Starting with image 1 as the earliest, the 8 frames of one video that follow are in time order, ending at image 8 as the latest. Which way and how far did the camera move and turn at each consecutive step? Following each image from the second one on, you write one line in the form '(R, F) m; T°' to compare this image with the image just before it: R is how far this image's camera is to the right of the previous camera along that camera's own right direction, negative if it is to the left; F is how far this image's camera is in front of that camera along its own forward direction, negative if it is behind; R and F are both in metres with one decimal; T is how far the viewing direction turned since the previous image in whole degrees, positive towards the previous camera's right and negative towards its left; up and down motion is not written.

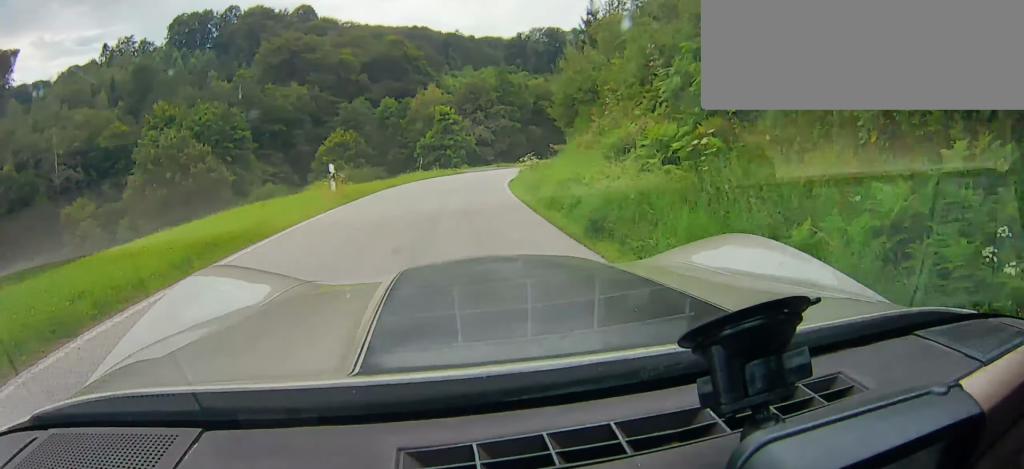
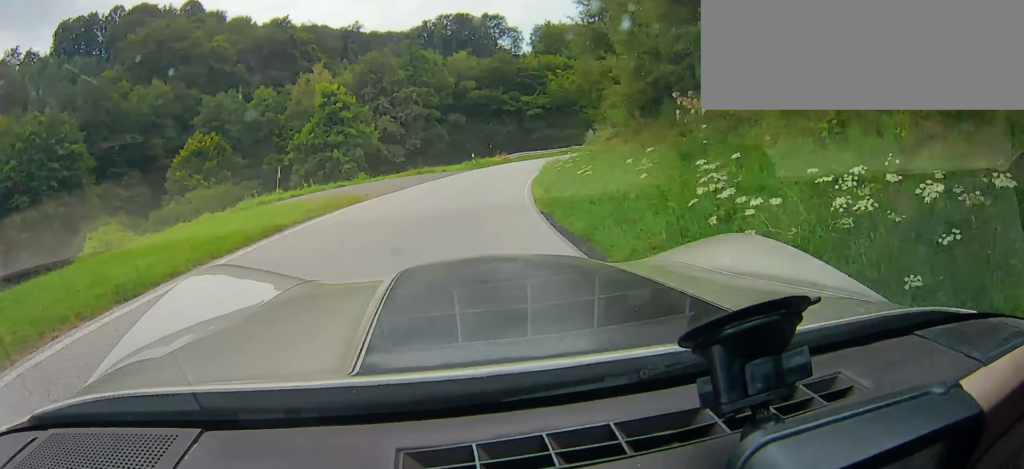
(+1.6, +27.6) m; +7°
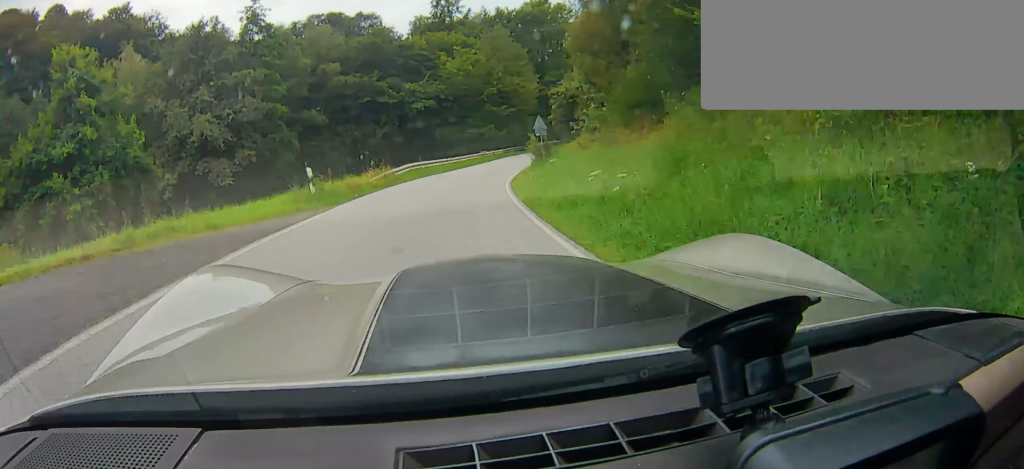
(0.0, +25.0) m; 0°
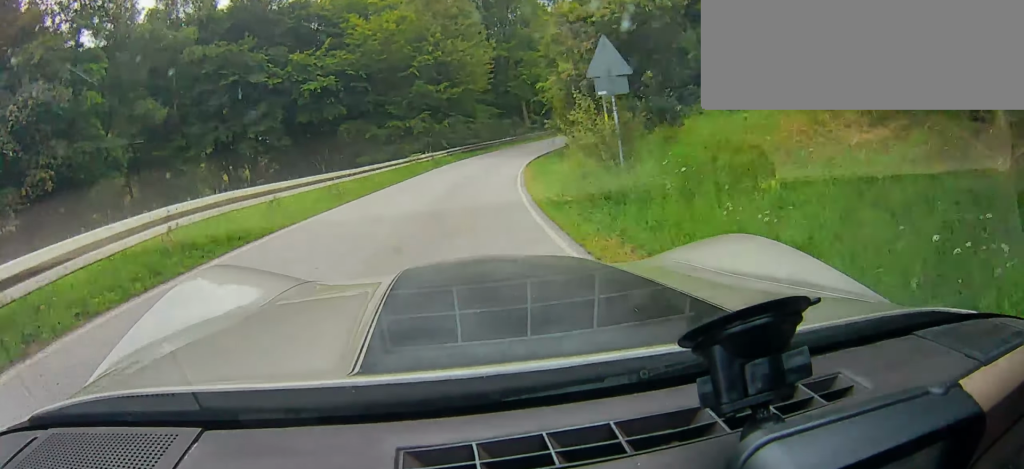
(+0.4, +20.8) m; +10°
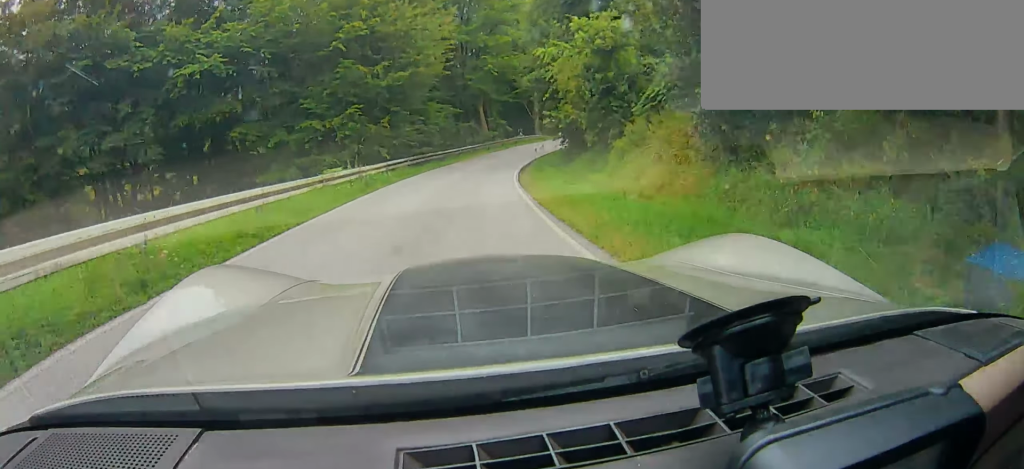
(+1.7, +11.8) m; +8°
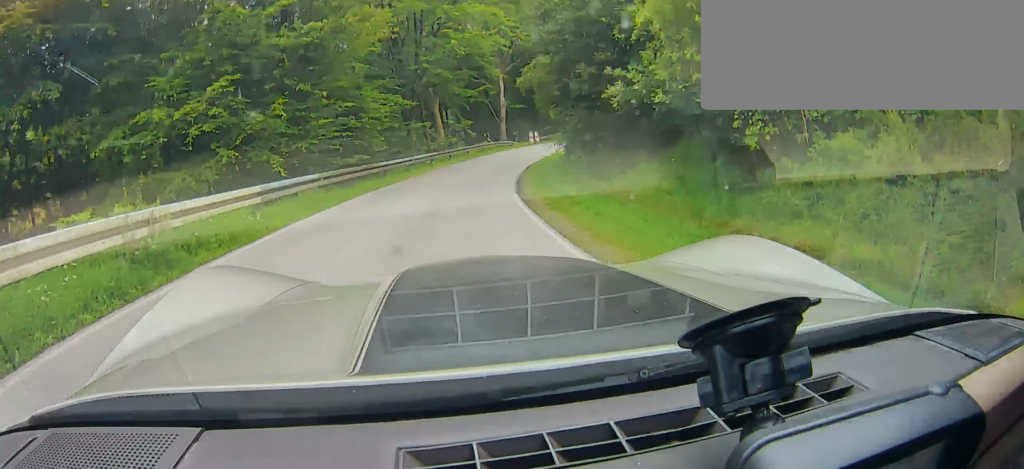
(+0.2, +11.2) m; +7°
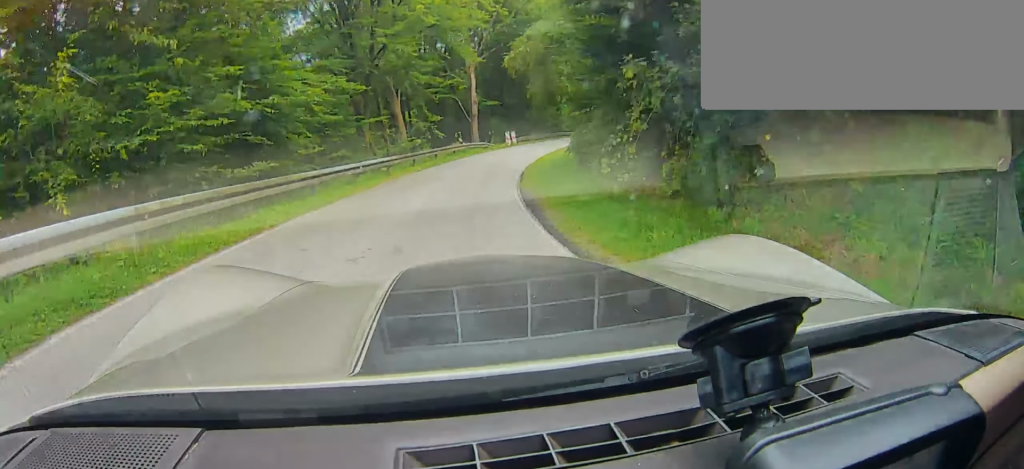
(0.0, +7.1) m; +6°
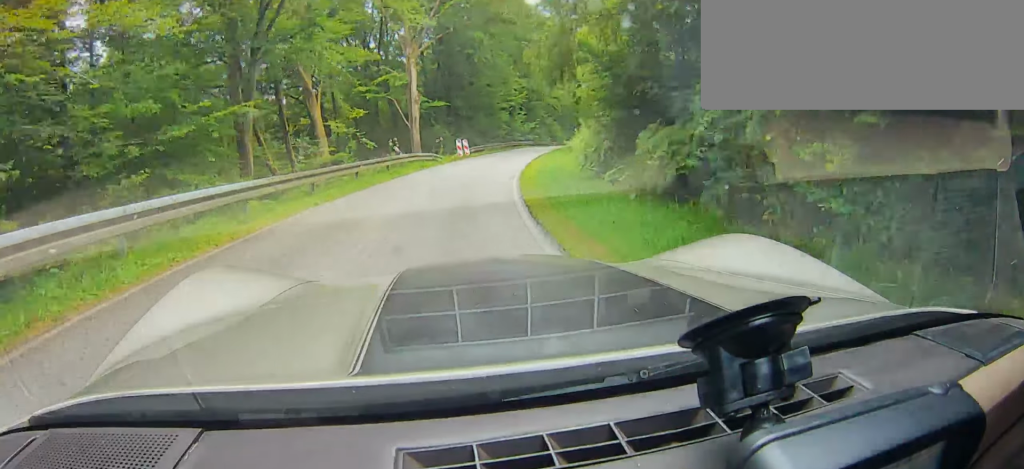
(+1.0, +11.3) m; +16°
